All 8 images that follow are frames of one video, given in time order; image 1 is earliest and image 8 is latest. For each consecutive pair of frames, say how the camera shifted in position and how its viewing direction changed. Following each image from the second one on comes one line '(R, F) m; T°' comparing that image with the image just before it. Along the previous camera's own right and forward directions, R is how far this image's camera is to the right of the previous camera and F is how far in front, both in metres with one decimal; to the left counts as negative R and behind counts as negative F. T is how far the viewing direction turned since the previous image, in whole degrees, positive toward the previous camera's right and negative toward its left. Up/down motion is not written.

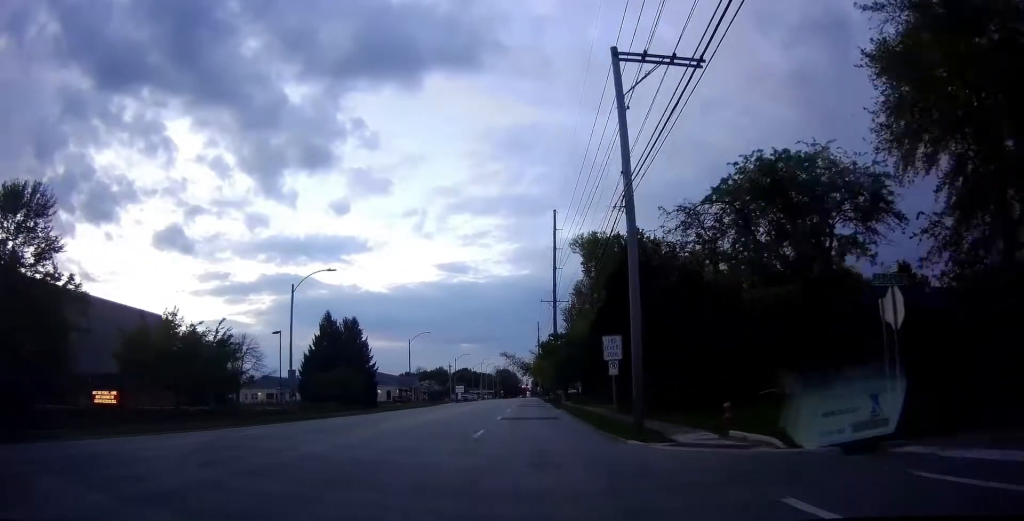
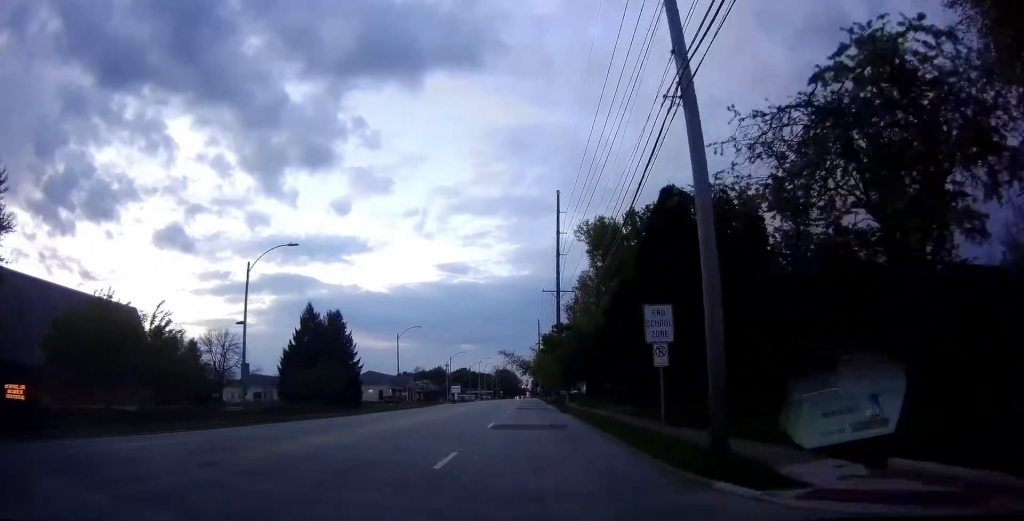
(0.0, +7.0) m; 0°
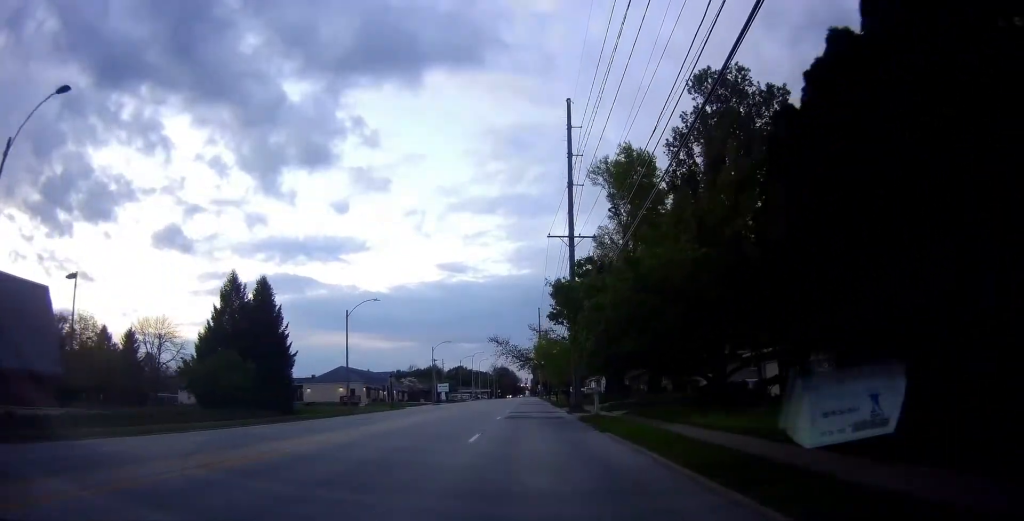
(0.0, +19.4) m; 0°
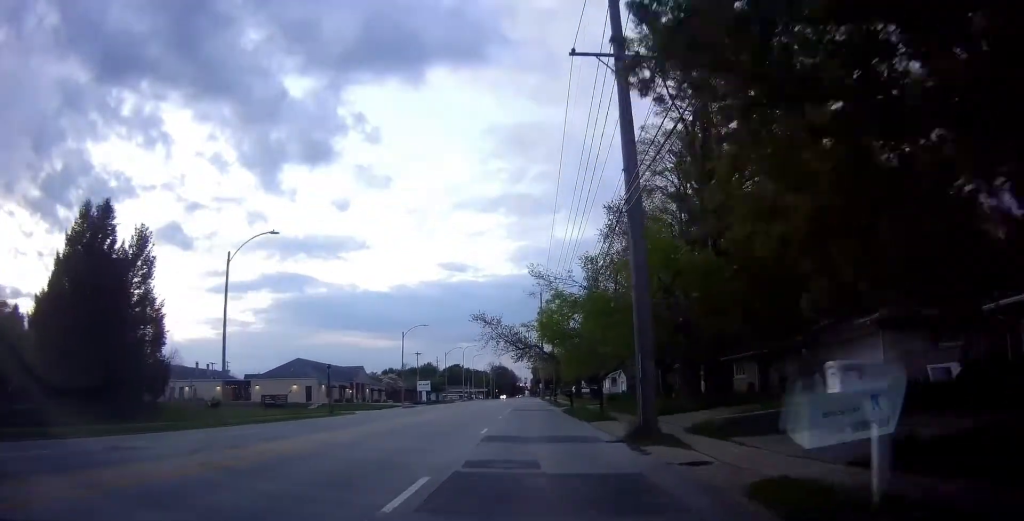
(-0.3, +21.4) m; -1°
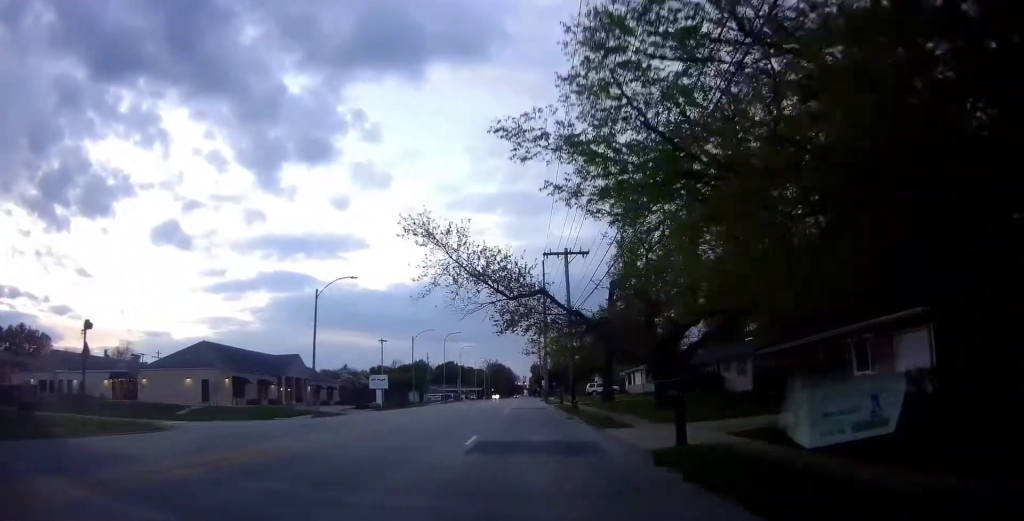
(+0.2, +28.8) m; +2°
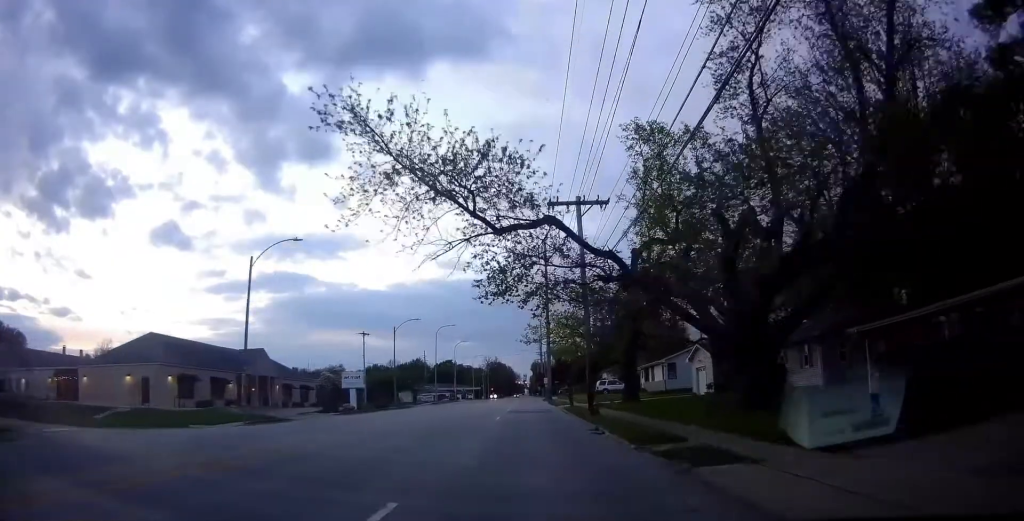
(0.0, +10.7) m; 0°
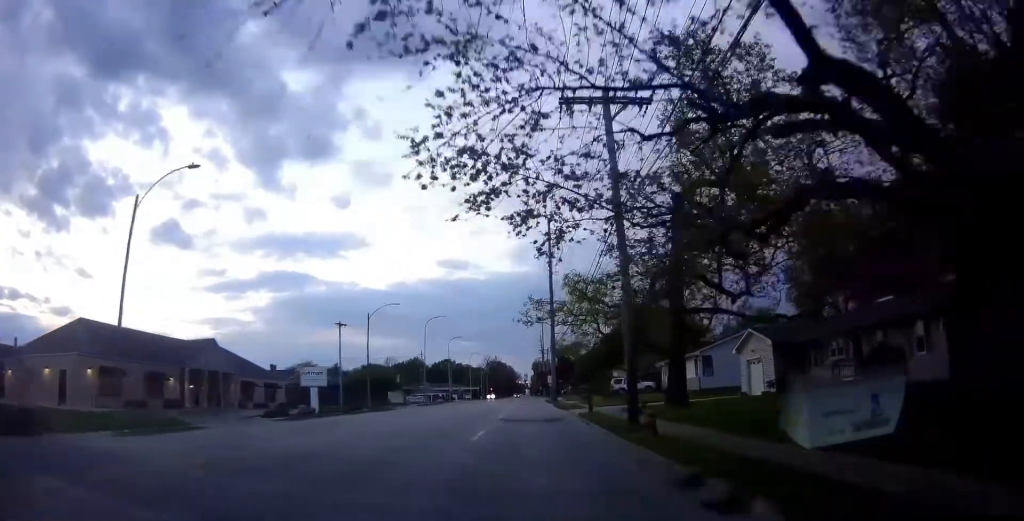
(0.0, +11.0) m; 0°
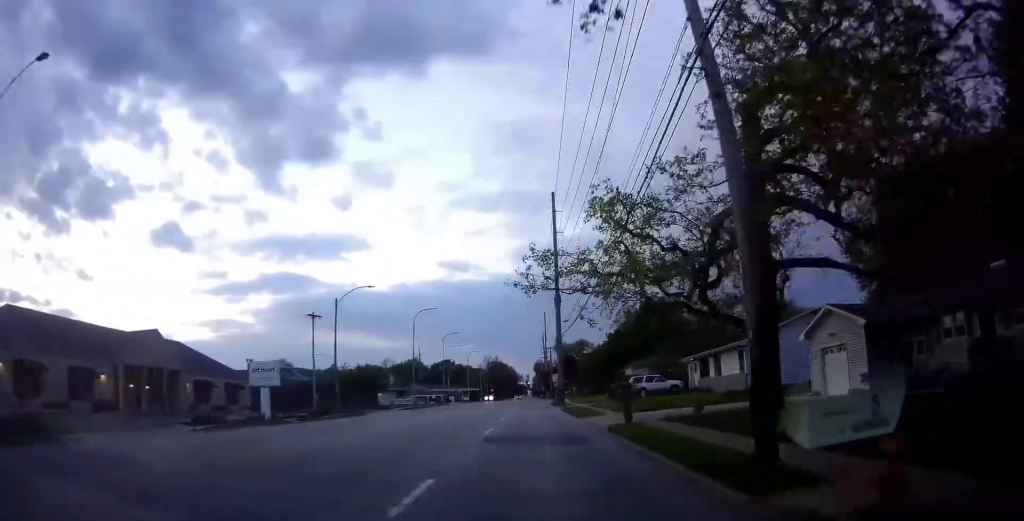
(0.0, +9.8) m; 0°
